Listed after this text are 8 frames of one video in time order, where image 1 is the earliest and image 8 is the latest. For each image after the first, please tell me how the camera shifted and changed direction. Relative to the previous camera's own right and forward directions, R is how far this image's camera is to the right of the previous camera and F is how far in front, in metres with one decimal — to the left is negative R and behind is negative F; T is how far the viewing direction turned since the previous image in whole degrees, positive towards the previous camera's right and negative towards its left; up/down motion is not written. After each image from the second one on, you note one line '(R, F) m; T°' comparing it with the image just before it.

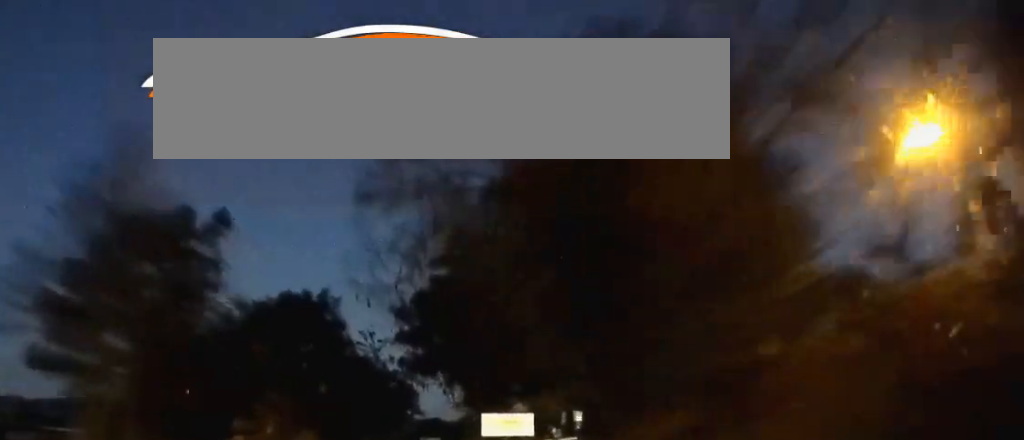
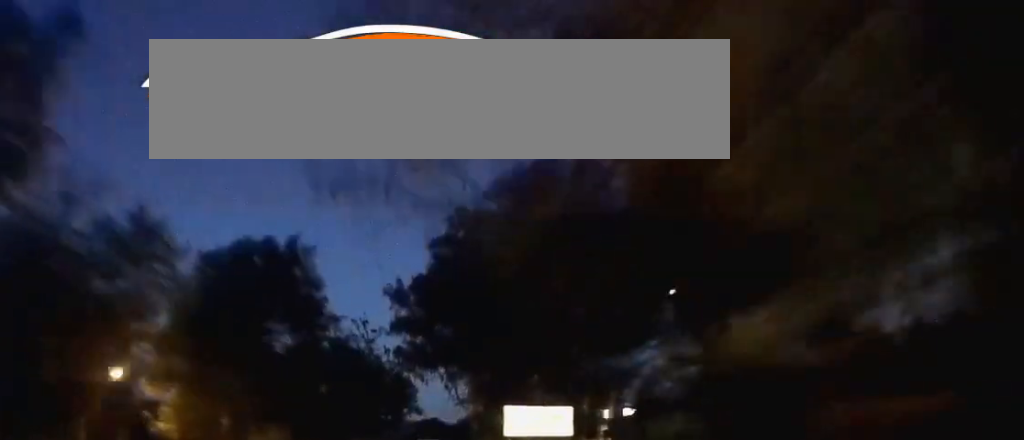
(0.0, +11.5) m; 0°
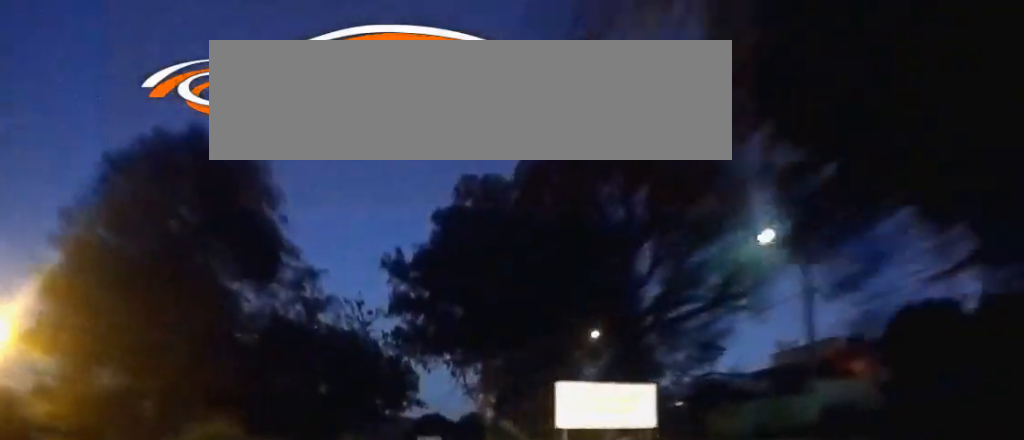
(0.0, +11.3) m; 0°
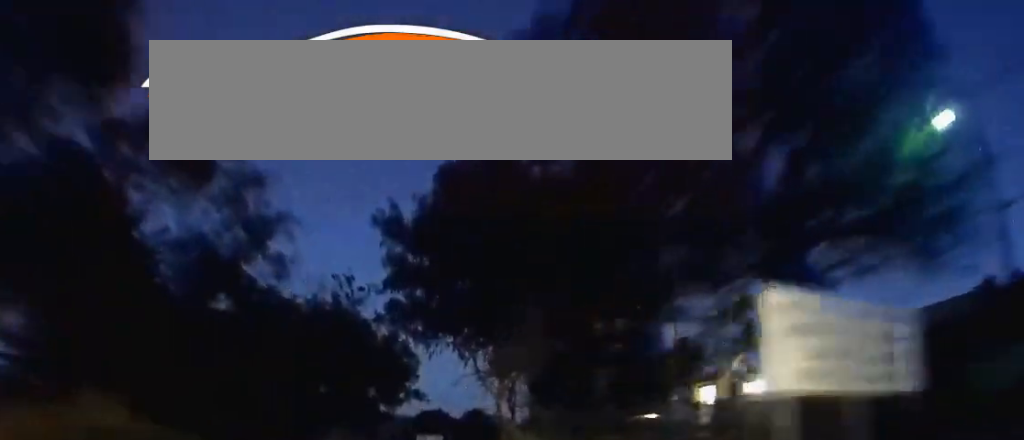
(0.0, +12.7) m; 0°
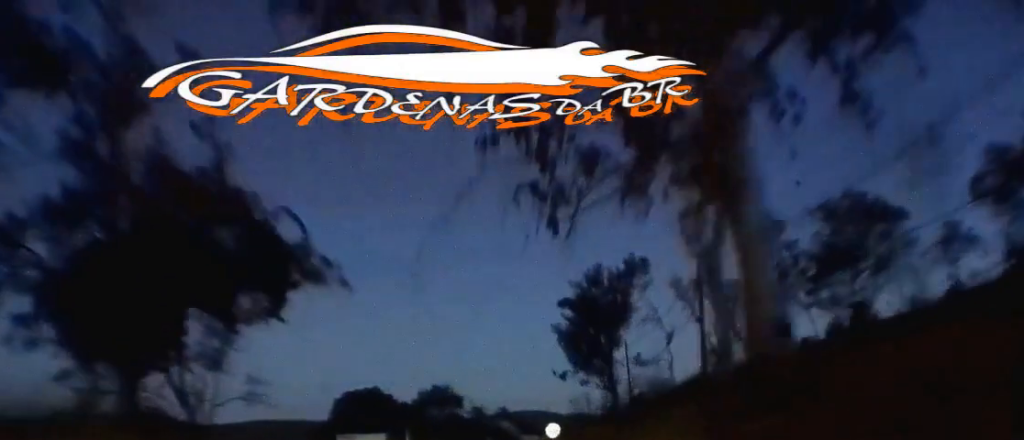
(+2.2, +53.9) m; +10°
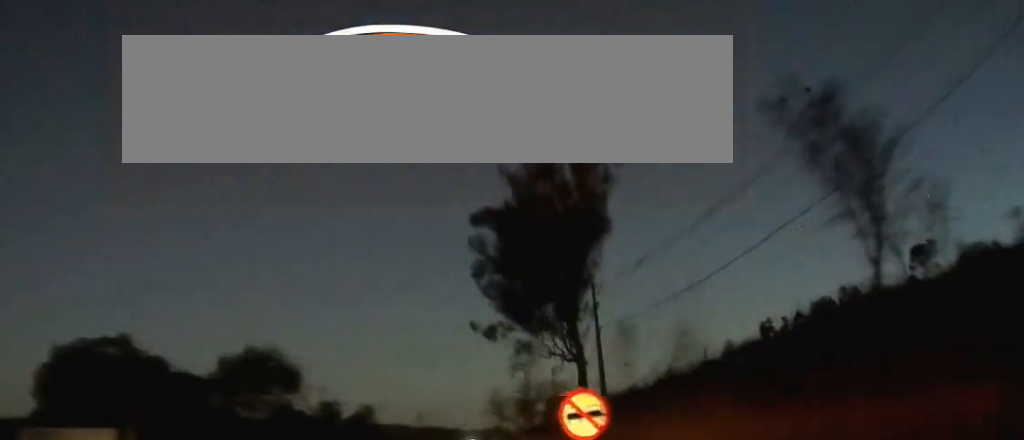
(+2.6, +37.0) m; +4°
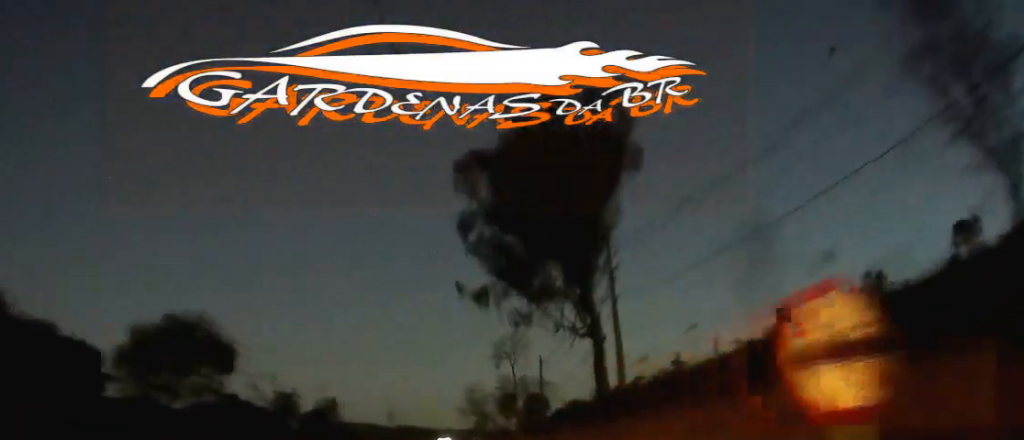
(0.0, +10.1) m; 0°
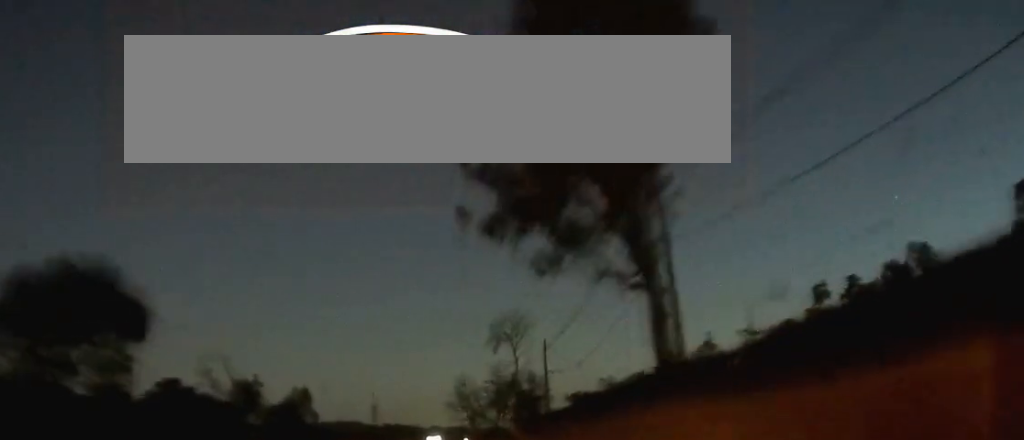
(0.0, +10.1) m; 0°
